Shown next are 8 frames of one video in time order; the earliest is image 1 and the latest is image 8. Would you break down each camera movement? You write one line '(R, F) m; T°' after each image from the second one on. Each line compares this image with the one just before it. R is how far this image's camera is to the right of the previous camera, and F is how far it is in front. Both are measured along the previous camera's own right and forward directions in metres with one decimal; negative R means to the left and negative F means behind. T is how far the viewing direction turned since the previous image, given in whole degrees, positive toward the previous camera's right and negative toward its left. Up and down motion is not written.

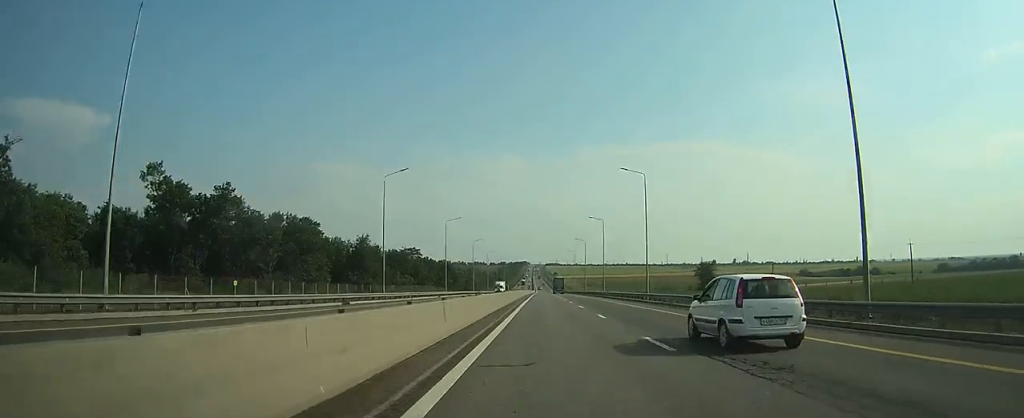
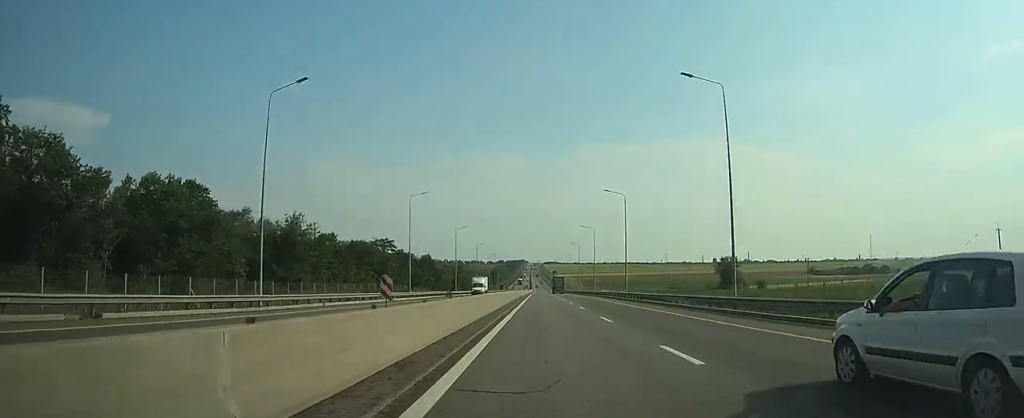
(-0.1, +26.1) m; 0°
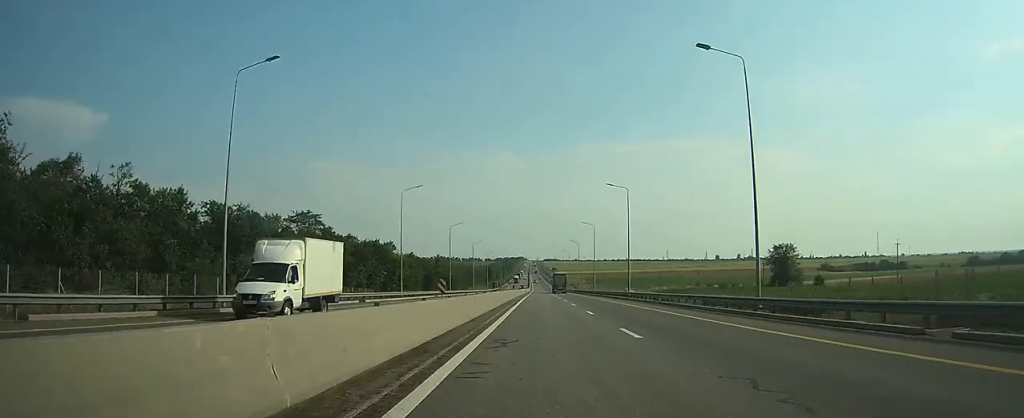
(+0.1, +42.8) m; 0°
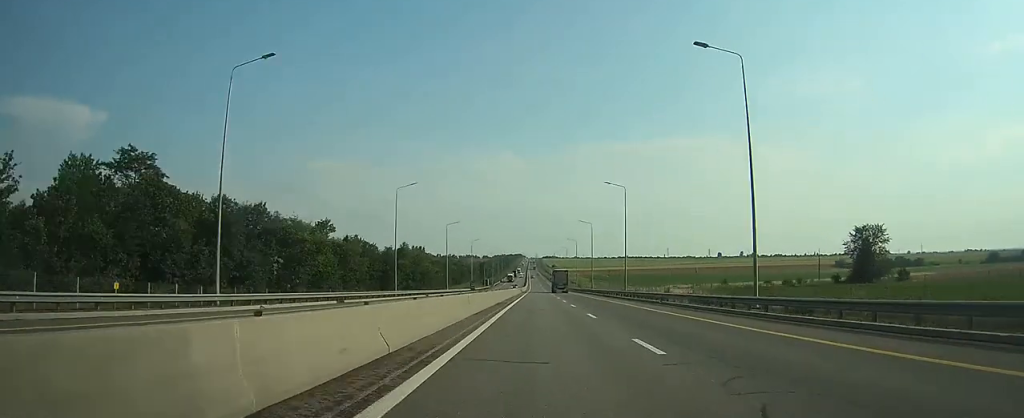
(+0.1, +39.6) m; 0°
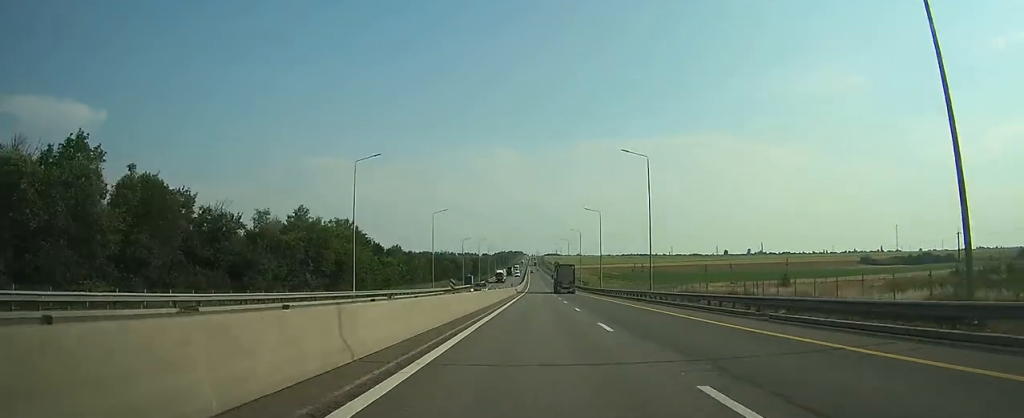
(+0.1, +54.4) m; 0°
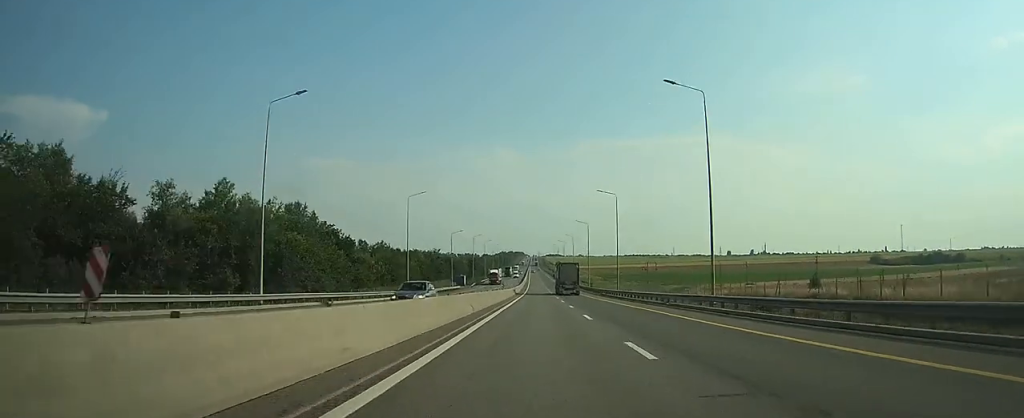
(0.0, +18.2) m; 0°
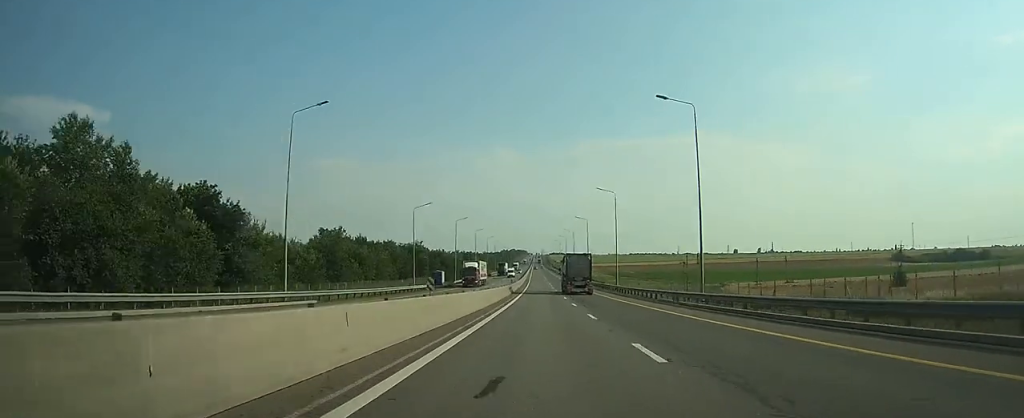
(0.0, +36.5) m; 0°
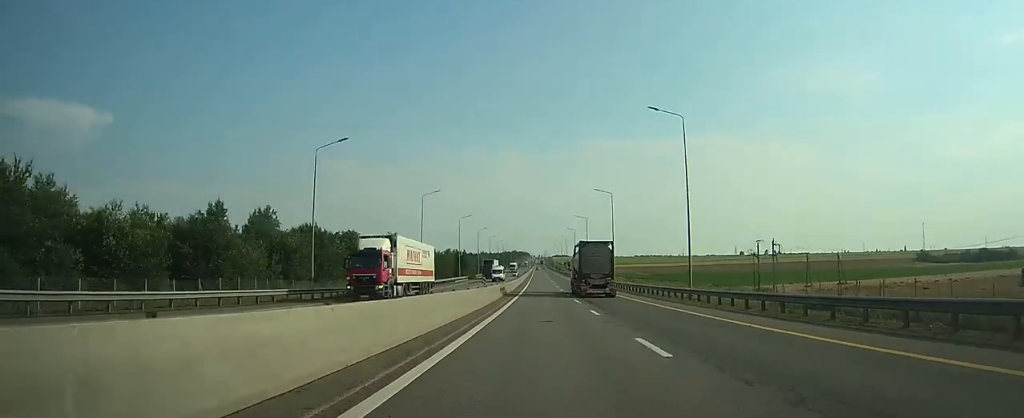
(0.0, +35.3) m; 0°
